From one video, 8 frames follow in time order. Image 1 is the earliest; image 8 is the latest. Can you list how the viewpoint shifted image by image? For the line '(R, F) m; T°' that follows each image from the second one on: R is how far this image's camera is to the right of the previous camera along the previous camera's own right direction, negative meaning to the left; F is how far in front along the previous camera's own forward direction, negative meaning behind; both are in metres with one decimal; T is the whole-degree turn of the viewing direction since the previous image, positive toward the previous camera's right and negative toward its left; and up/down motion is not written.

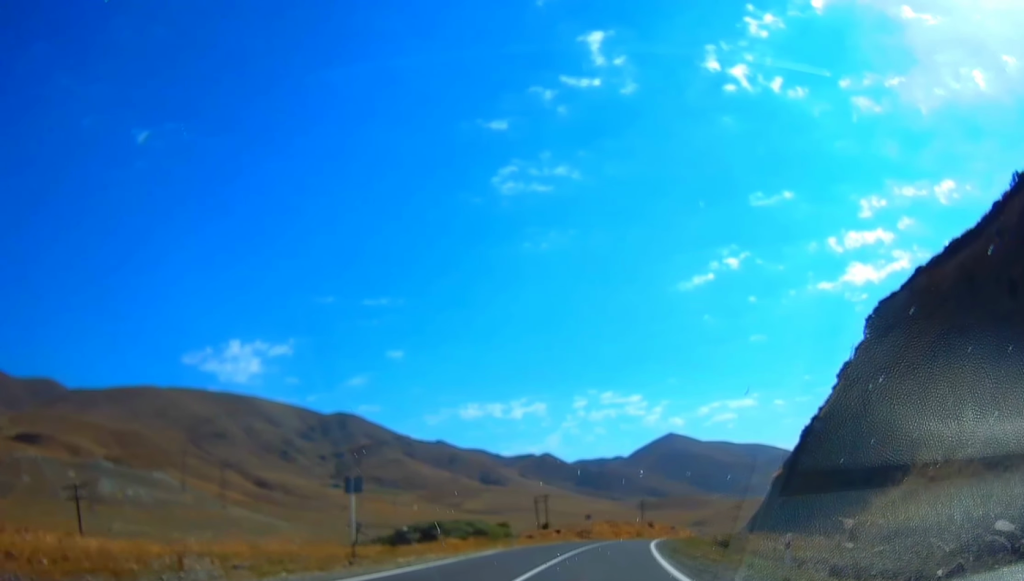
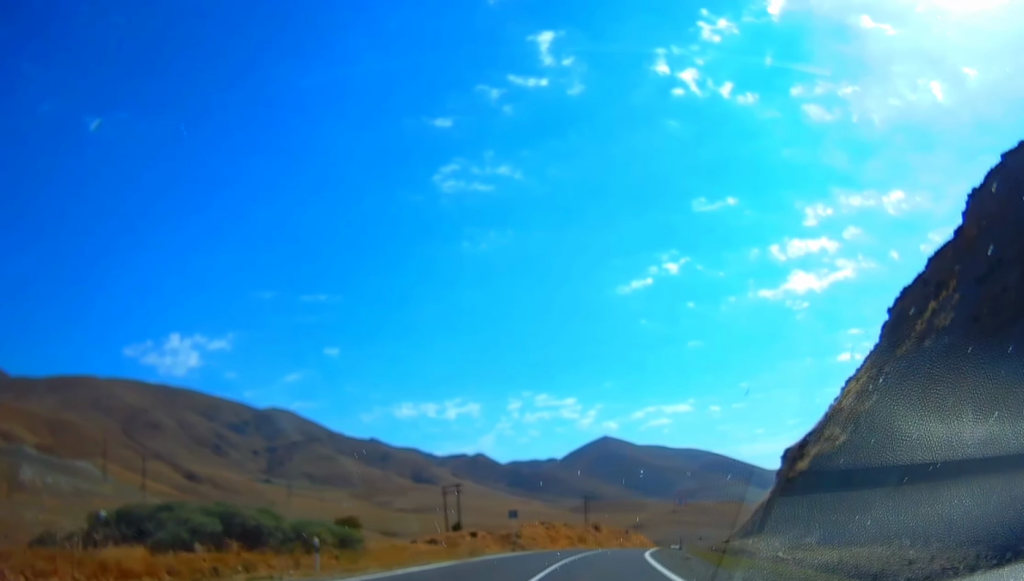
(+1.3, +26.1) m; +4°
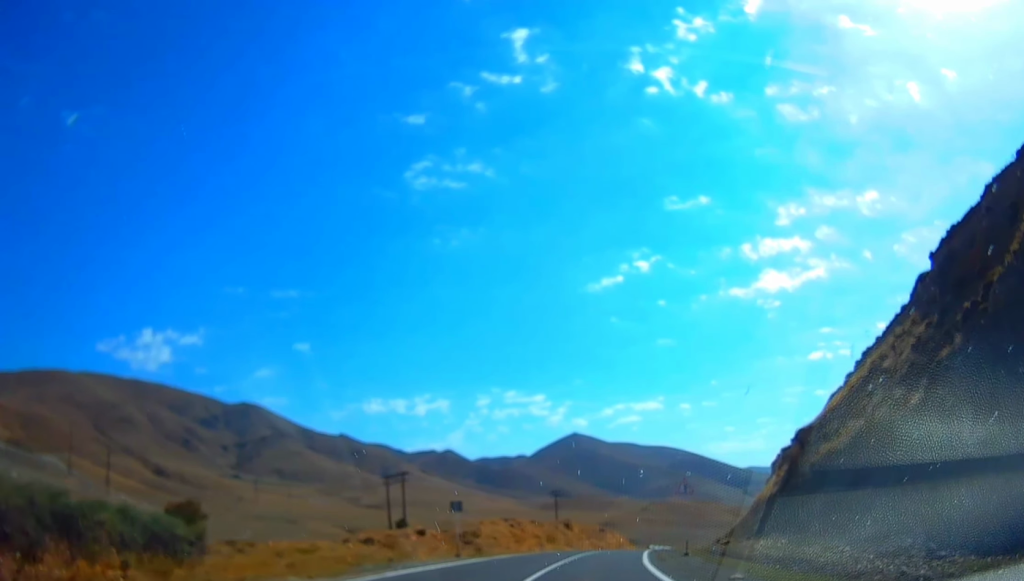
(0.0, +11.7) m; +2°
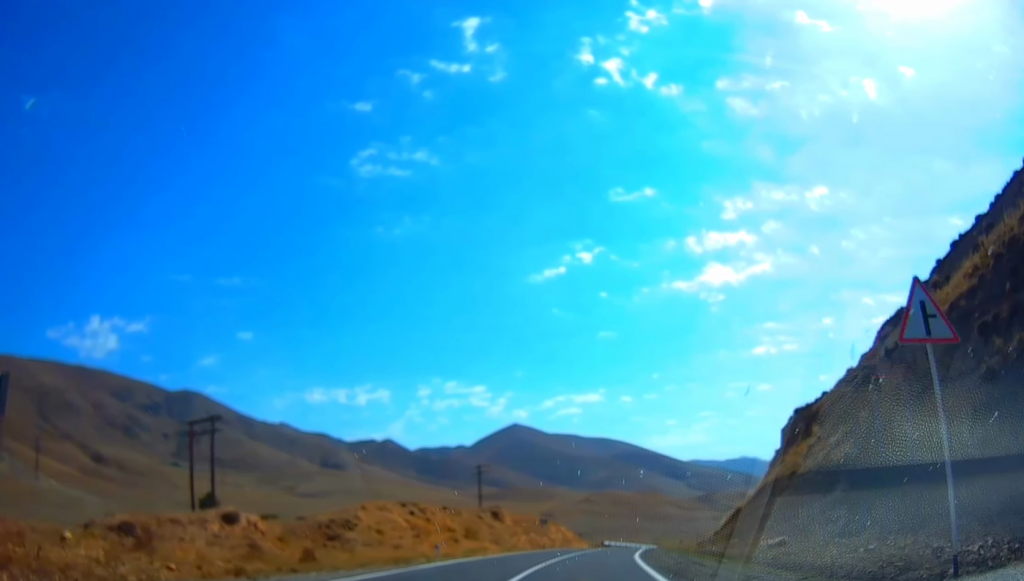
(+1.1, +24.2) m; +6°
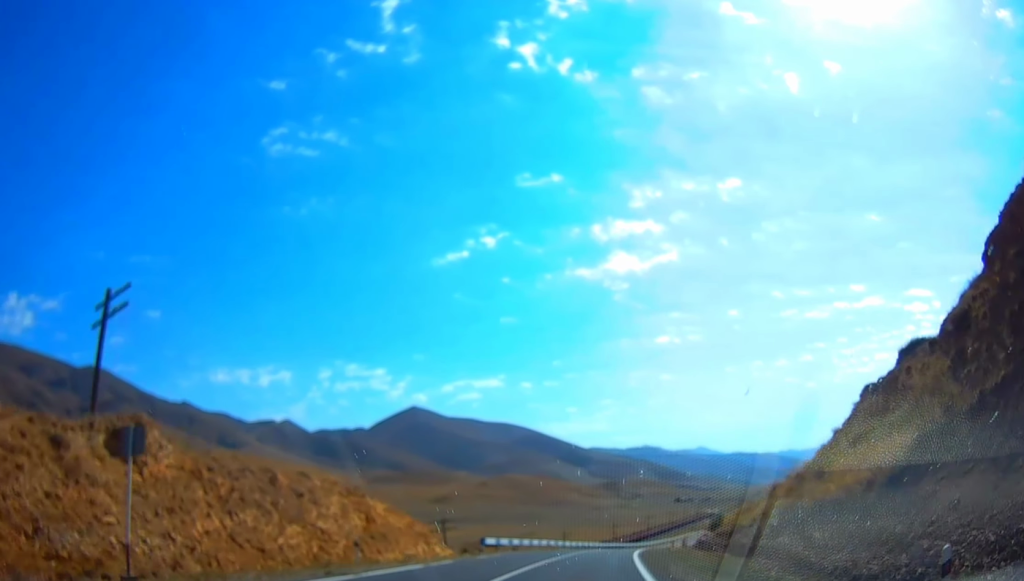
(+4.2, +45.1) m; +9°
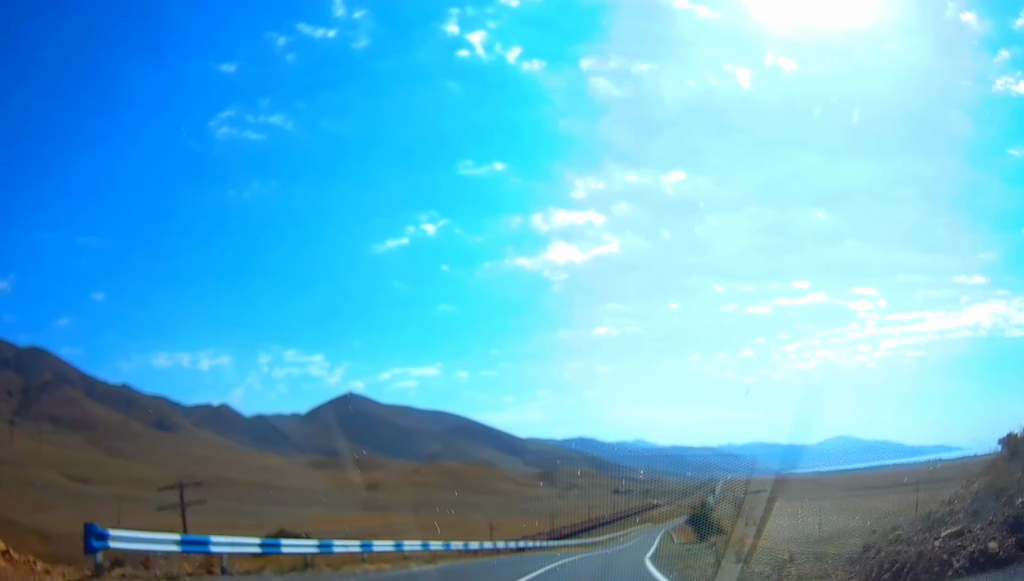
(+1.1, +30.1) m; +5°
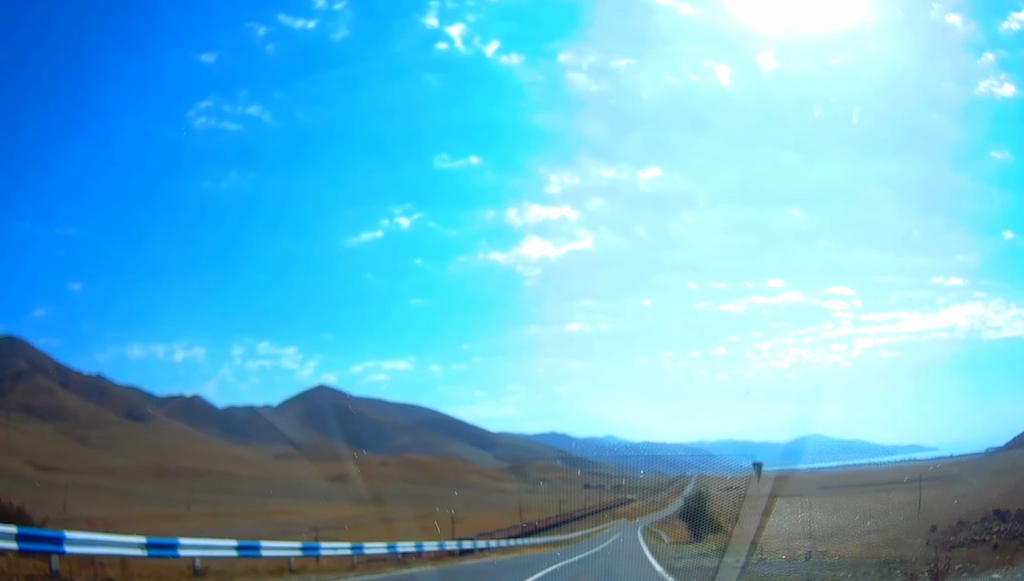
(0.0, +13.1) m; +2°
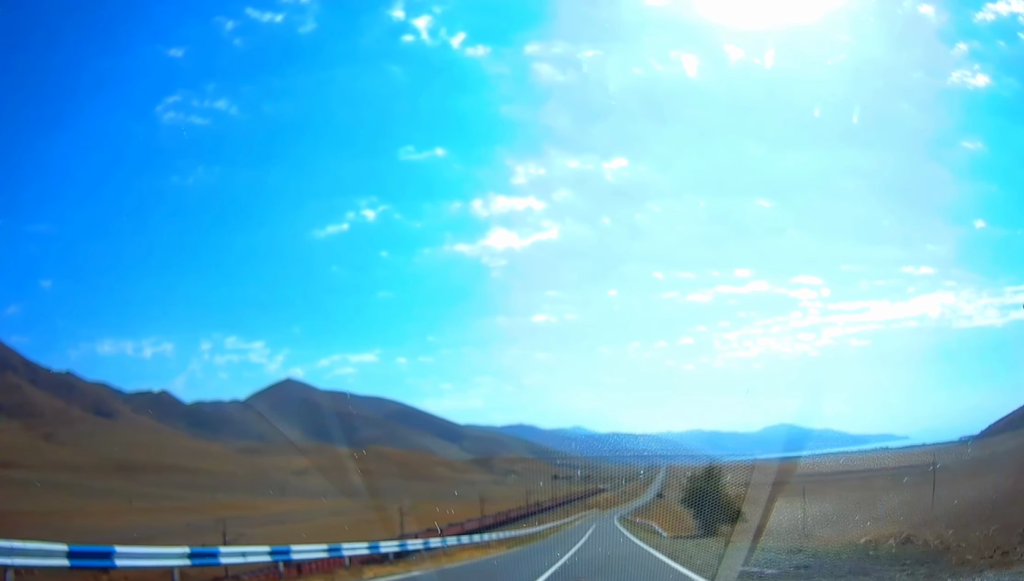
(+0.8, +17.4) m; +4°
